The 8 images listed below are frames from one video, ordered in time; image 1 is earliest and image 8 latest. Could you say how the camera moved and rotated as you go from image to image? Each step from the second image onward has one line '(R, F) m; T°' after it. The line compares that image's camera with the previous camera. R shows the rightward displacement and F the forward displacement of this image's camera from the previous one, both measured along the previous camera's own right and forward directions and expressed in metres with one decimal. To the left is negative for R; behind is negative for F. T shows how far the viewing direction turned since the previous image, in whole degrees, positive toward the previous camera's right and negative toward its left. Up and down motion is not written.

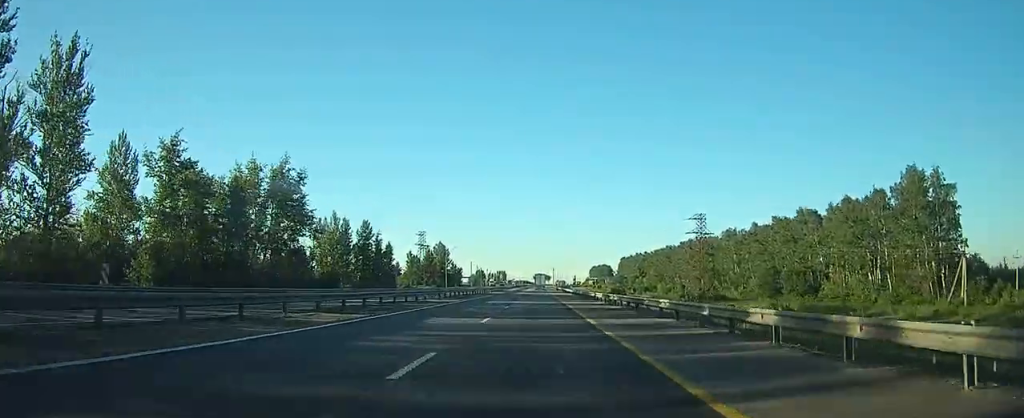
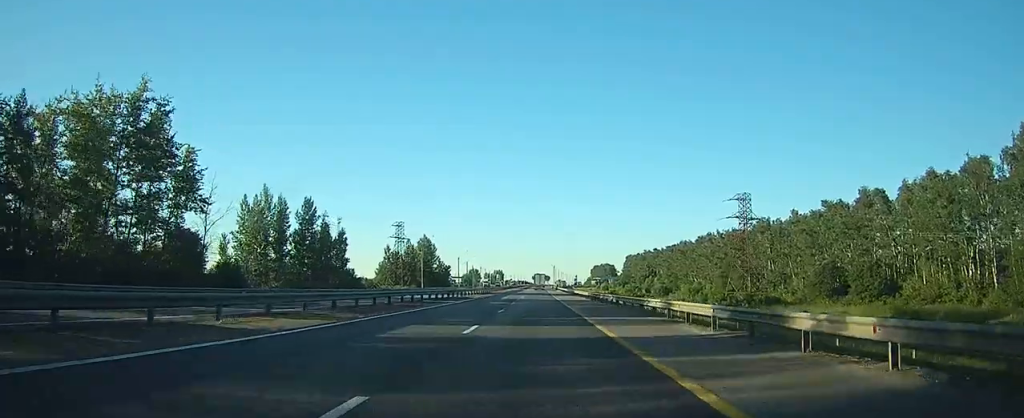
(+0.1, +28.2) m; 0°
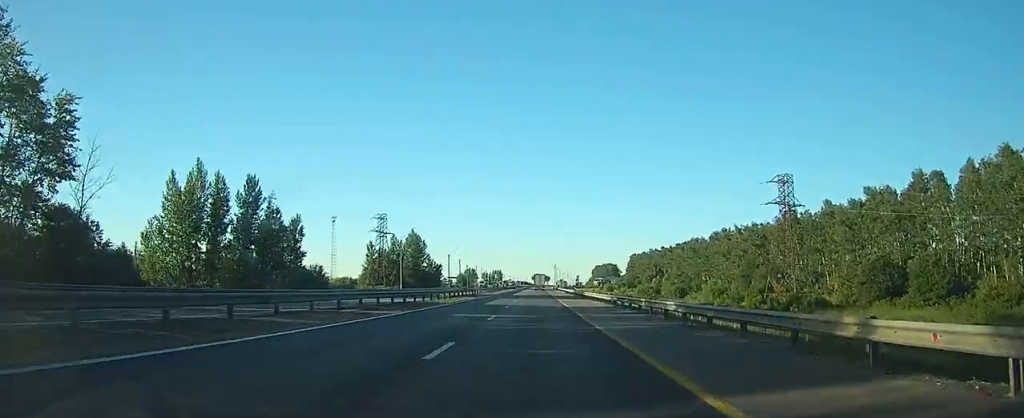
(0.0, +17.4) m; 0°
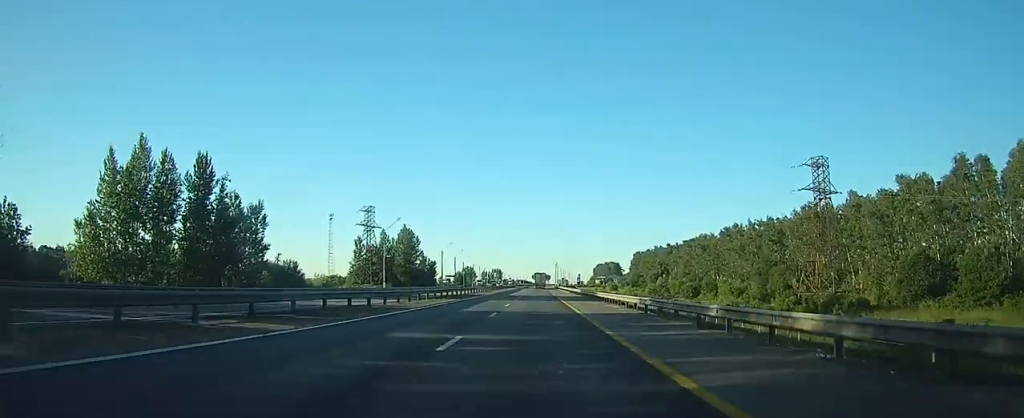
(0.0, +10.8) m; 0°
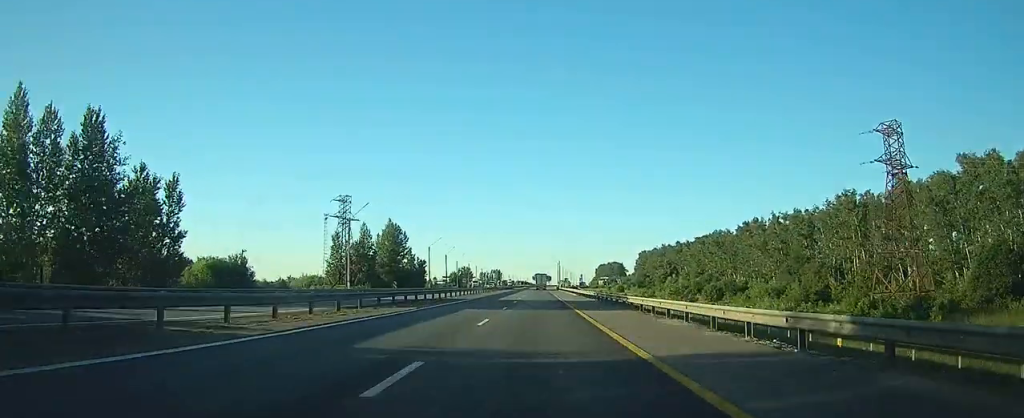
(0.0, +16.6) m; 0°
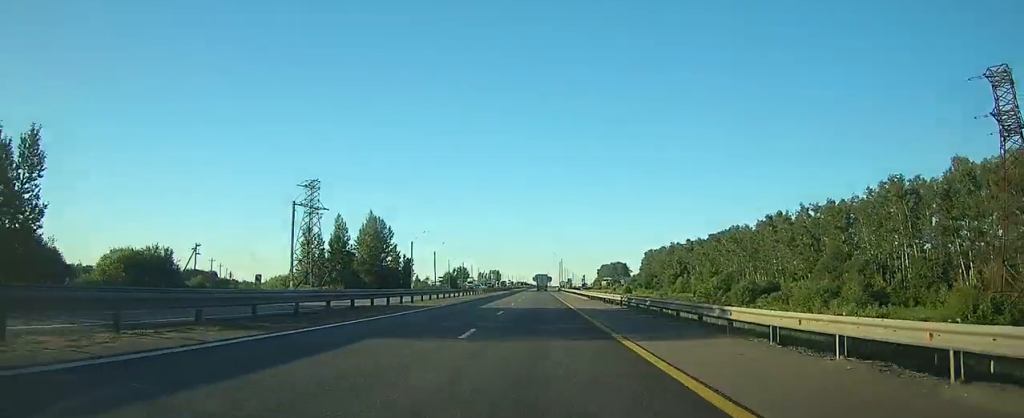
(0.0, +16.5) m; 0°
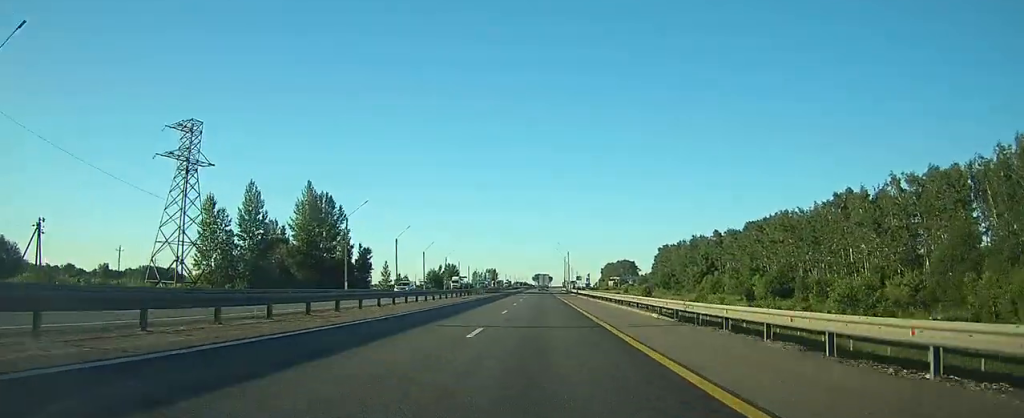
(-0.2, +35.5) m; -1°
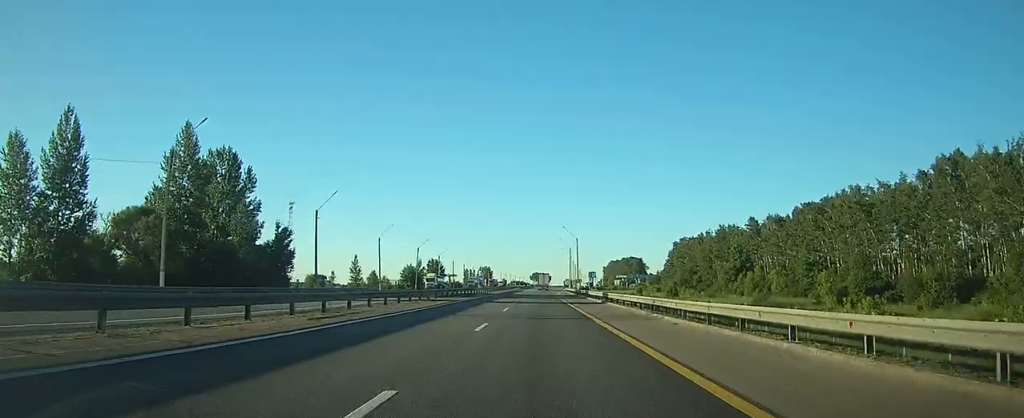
(-0.1, +34.3) m; 0°
